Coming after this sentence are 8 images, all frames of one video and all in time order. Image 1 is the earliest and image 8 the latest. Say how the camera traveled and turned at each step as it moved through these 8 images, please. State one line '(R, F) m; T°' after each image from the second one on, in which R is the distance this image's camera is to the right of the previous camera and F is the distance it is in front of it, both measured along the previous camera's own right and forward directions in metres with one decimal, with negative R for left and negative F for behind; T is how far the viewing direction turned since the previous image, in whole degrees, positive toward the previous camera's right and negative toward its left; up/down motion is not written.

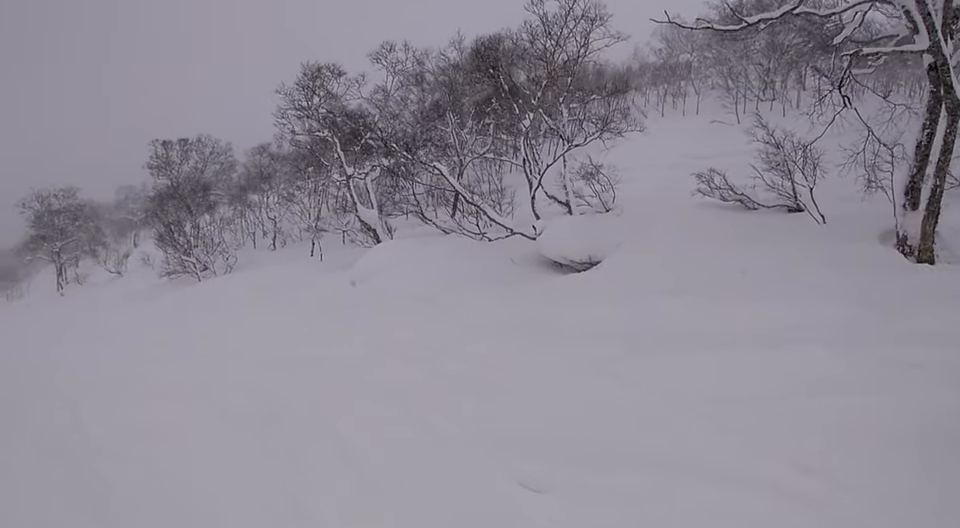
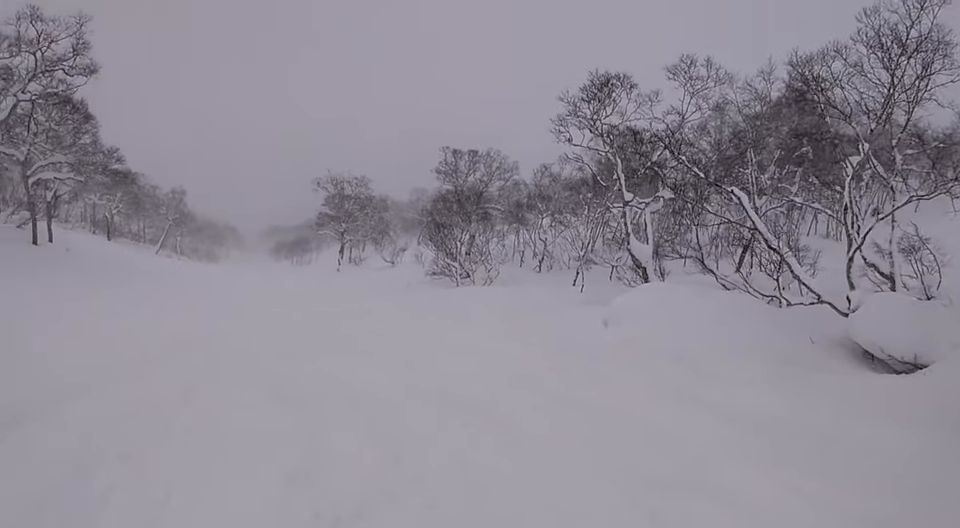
(+0.1, +3.1) m; -35°
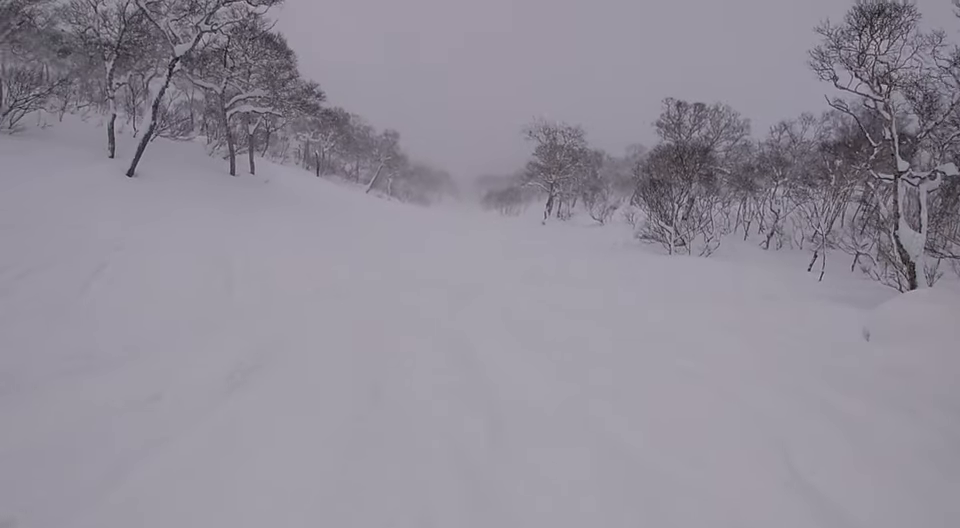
(-1.6, +3.1) m; -28°
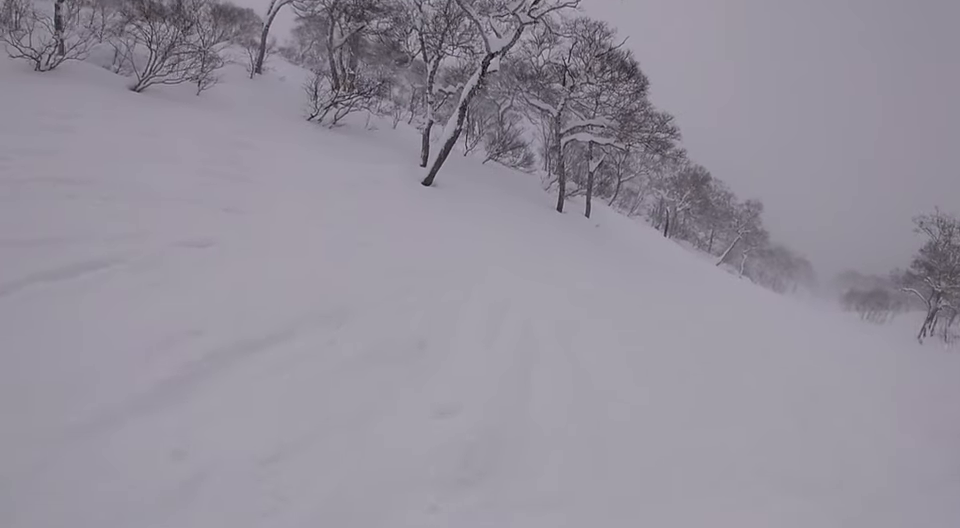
(-1.4, +5.1) m; -32°
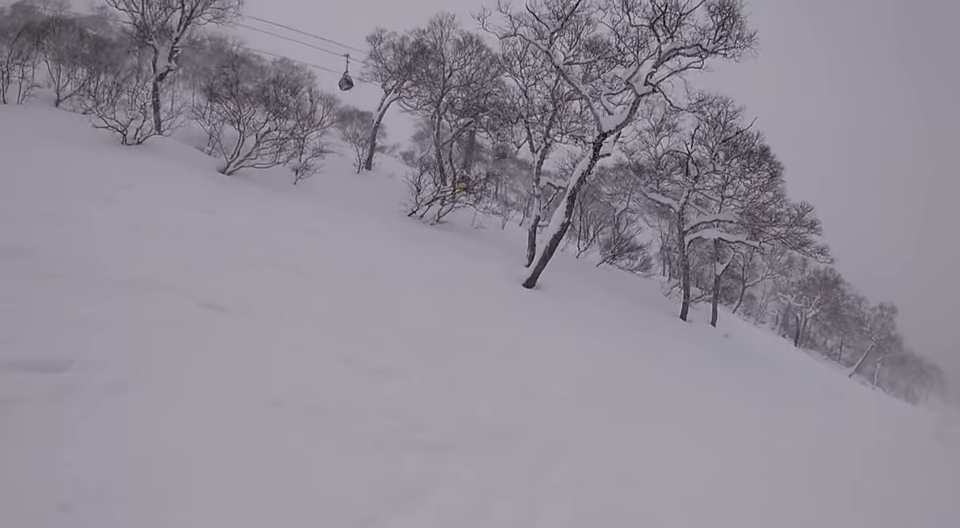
(-0.6, +2.8) m; -11°
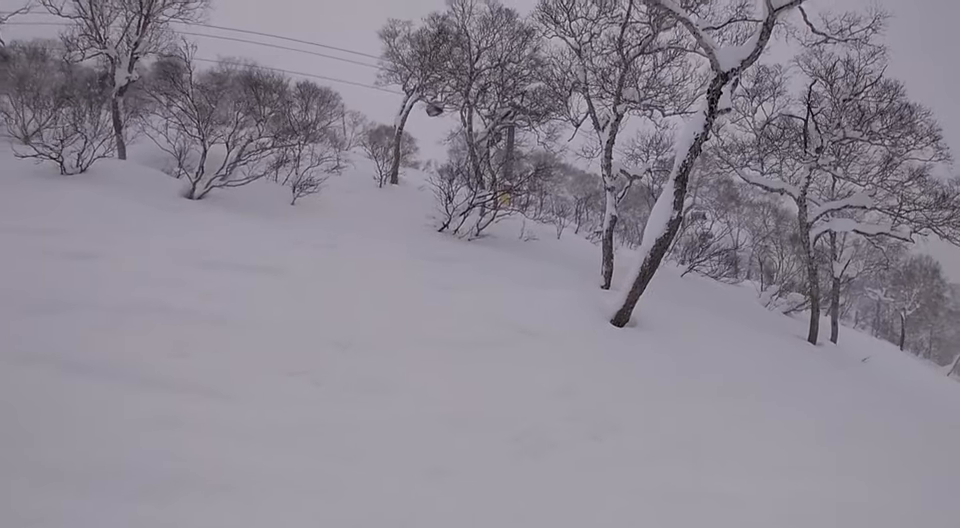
(-1.0, +6.3) m; +4°
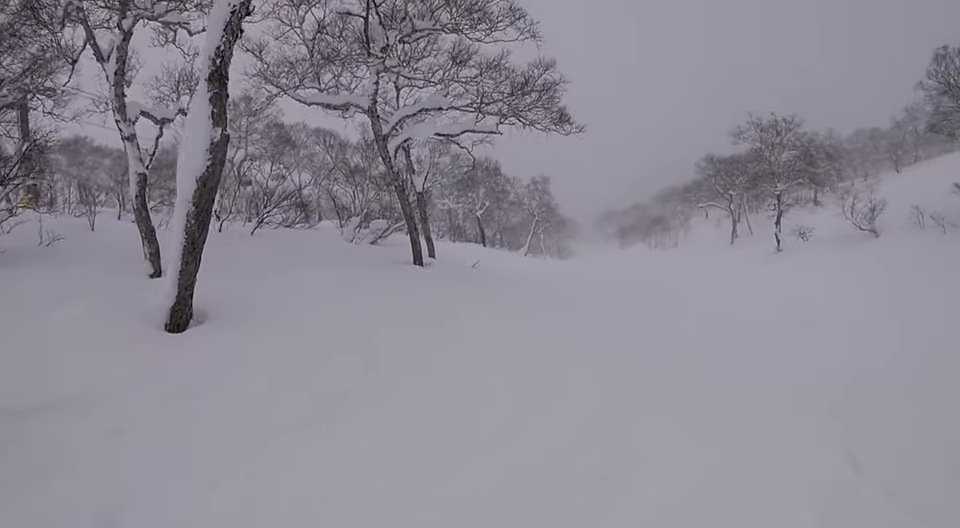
(+2.8, +4.0) m; +48°
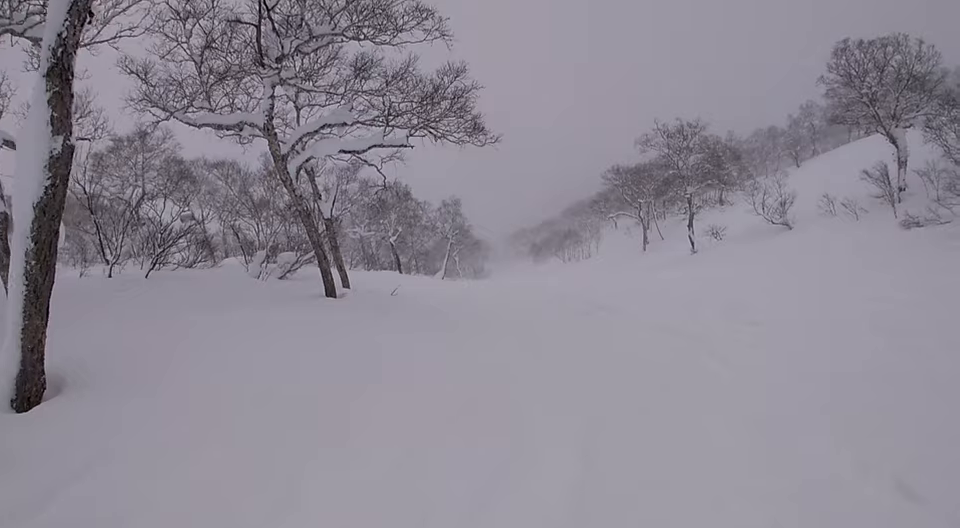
(0.0, +1.8) m; +9°
